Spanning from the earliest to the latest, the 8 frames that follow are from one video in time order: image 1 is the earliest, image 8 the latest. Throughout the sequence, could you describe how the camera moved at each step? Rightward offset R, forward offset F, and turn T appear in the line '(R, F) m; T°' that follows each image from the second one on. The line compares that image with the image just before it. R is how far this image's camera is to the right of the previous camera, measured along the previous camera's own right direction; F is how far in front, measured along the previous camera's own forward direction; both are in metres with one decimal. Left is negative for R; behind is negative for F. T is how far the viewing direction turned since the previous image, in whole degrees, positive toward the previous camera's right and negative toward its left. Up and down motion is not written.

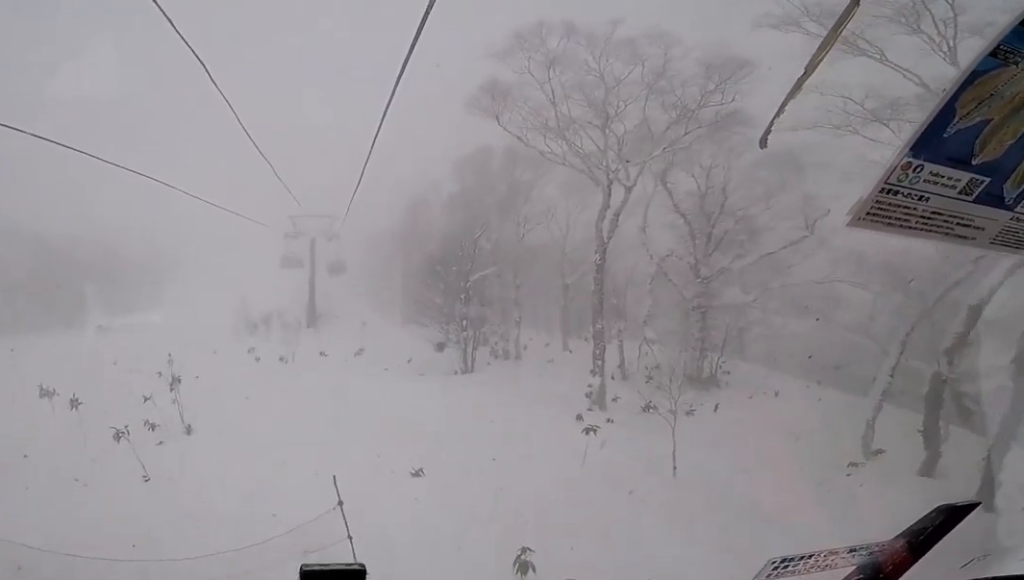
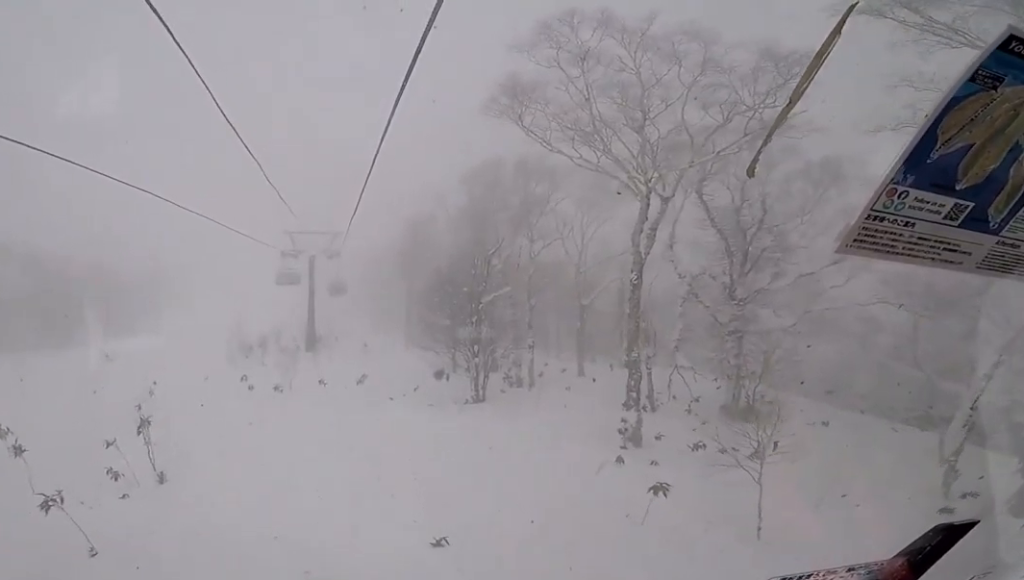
(-0.3, +2.3) m; -4°
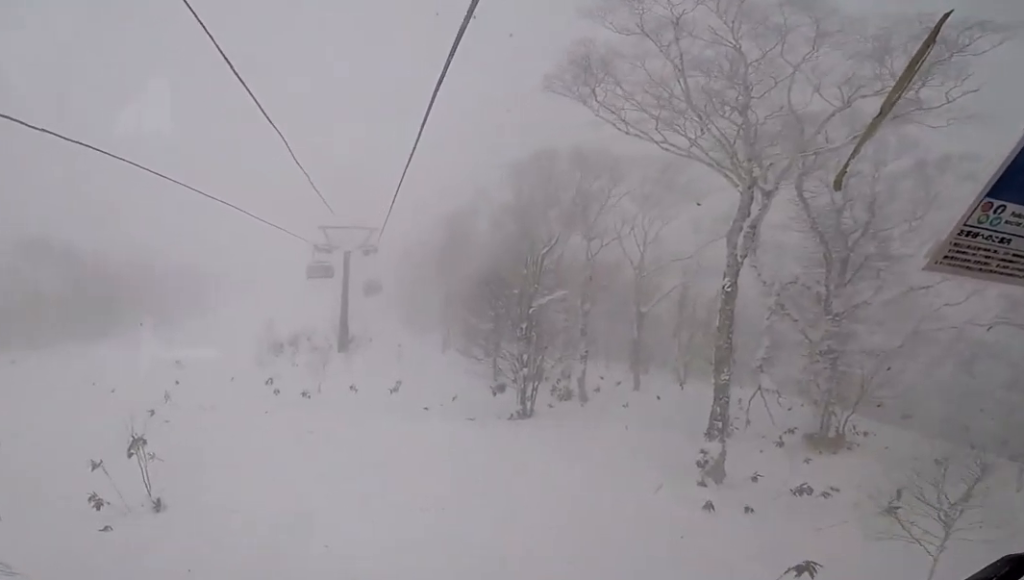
(-0.2, +2.4) m; -4°
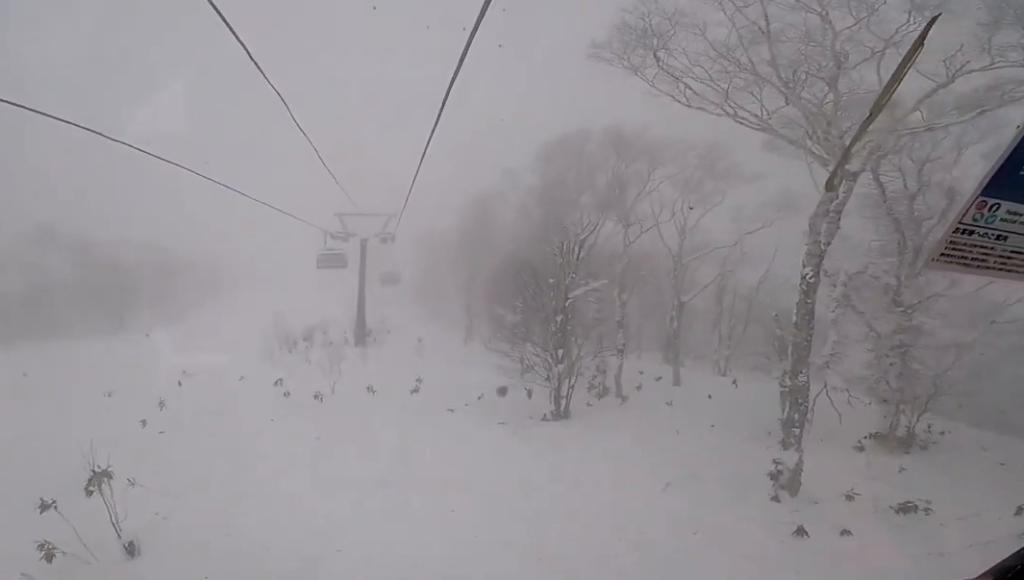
(0.0, +2.2) m; +4°
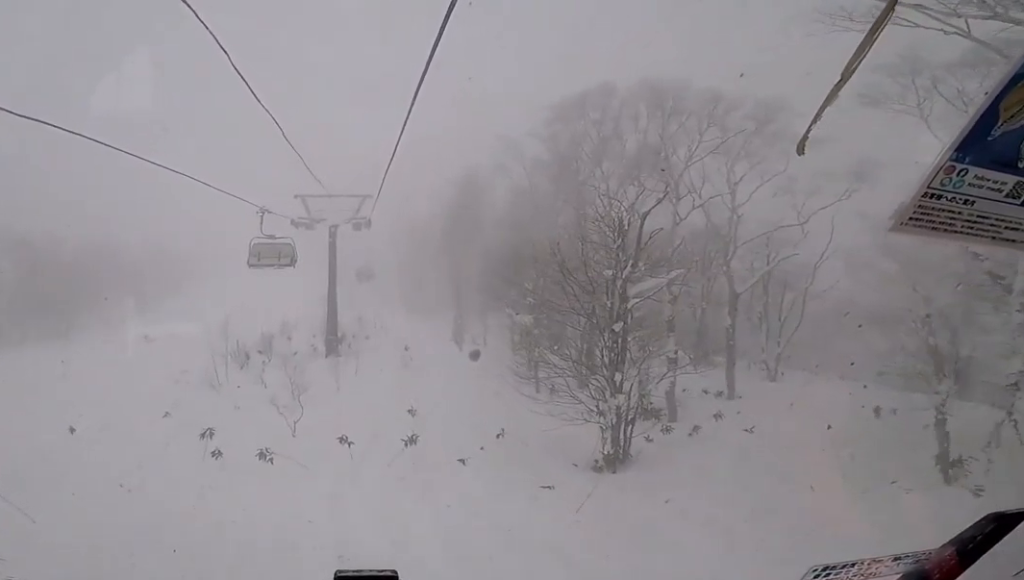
(+0.8, +6.7) m; +4°
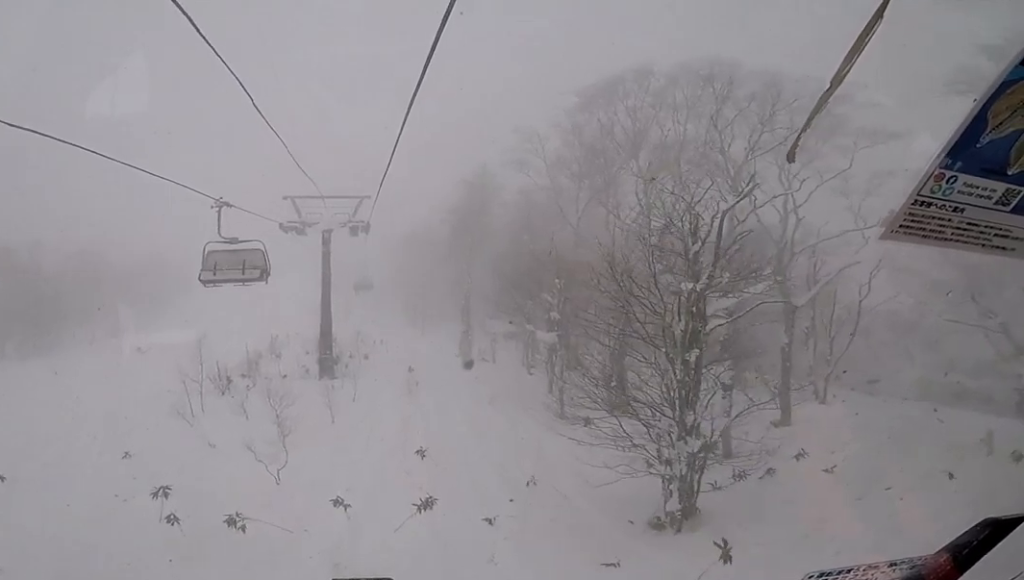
(-0.5, +3.4) m; 0°
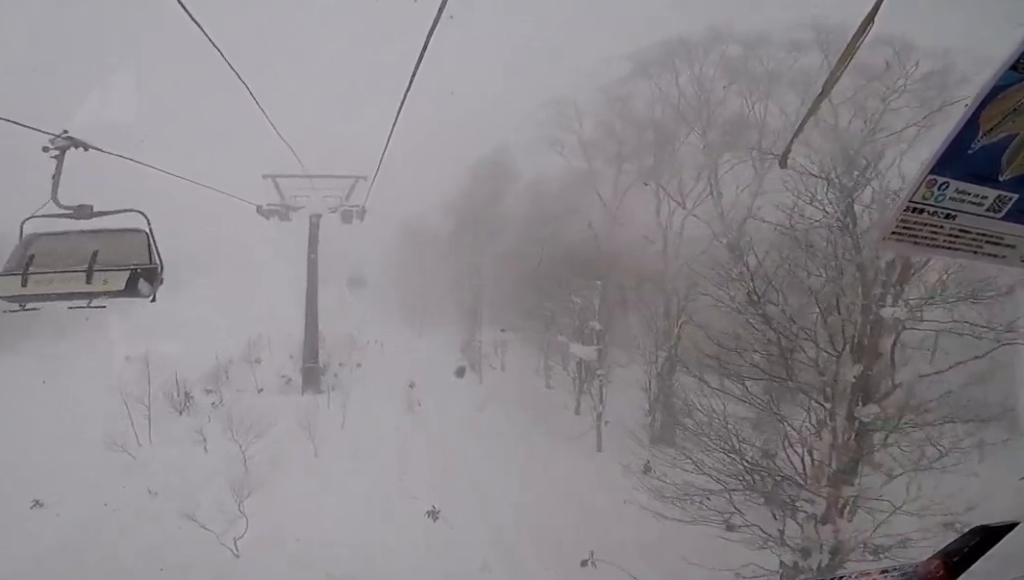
(+0.4, +4.5) m; 0°
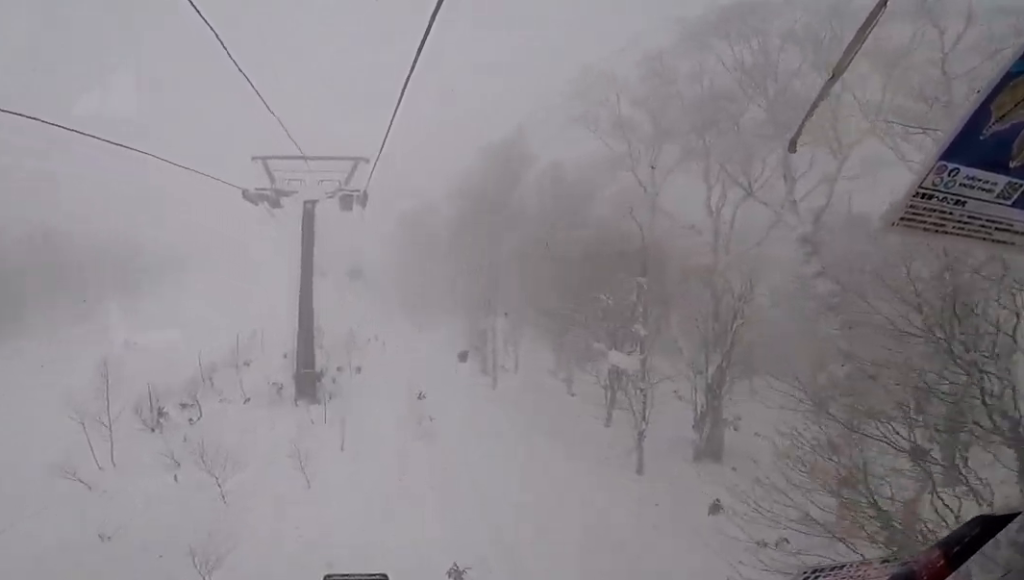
(-0.2, +2.7) m; -4°
